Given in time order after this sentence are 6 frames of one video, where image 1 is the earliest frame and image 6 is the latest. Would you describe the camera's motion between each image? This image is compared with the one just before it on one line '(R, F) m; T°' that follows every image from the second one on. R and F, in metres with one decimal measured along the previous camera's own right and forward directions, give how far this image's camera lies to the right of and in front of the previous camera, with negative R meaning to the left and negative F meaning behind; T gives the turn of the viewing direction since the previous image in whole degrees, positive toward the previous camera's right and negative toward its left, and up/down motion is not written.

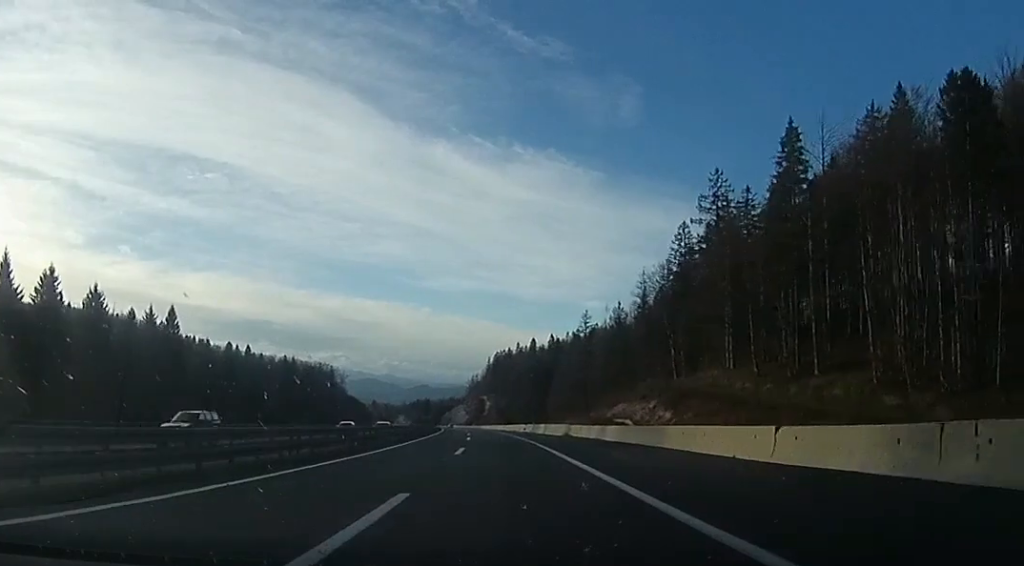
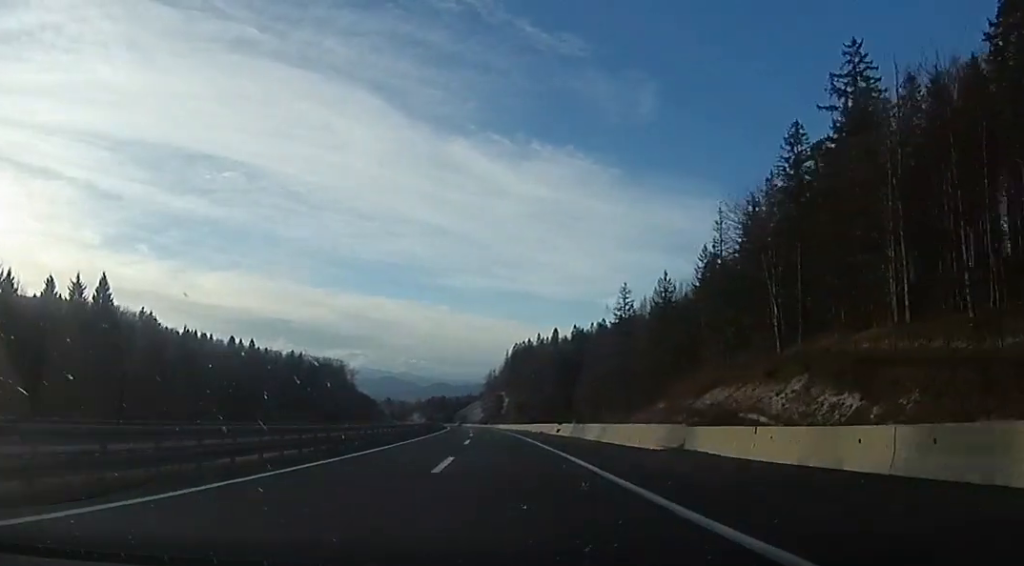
(-0.6, +28.4) m; -3°
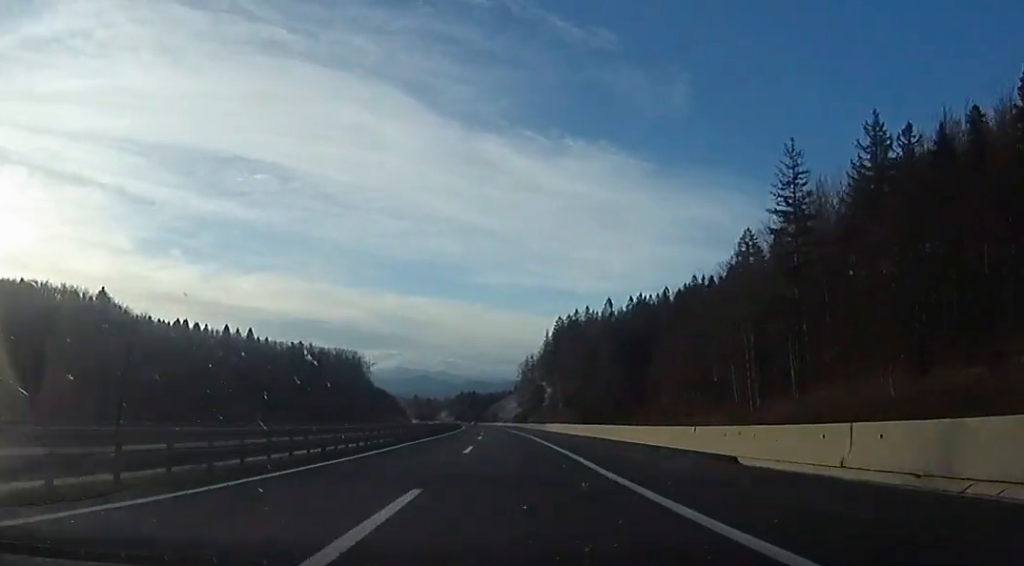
(-1.2, +66.3) m; -4°
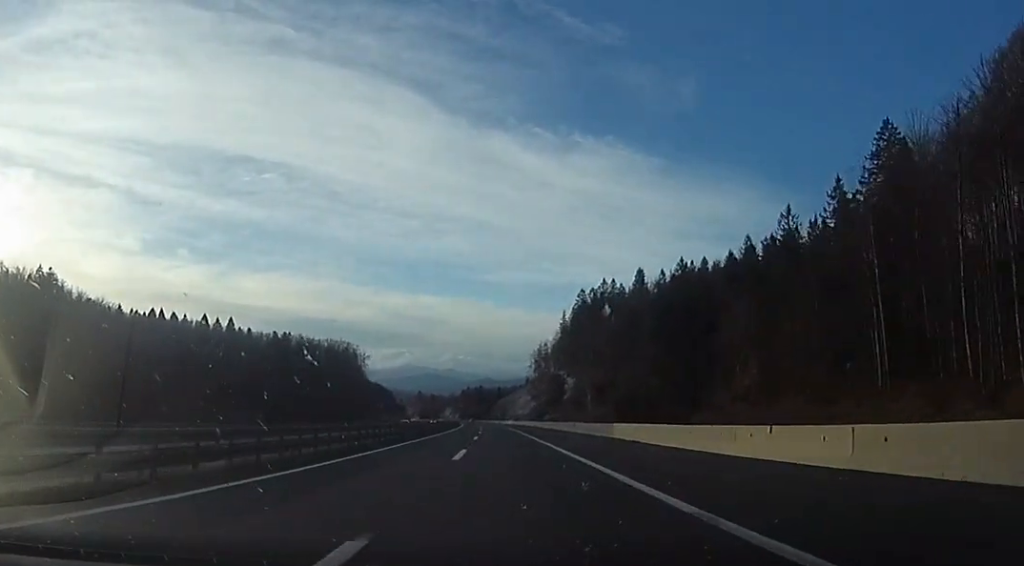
(-2.2, +42.1) m; -2°
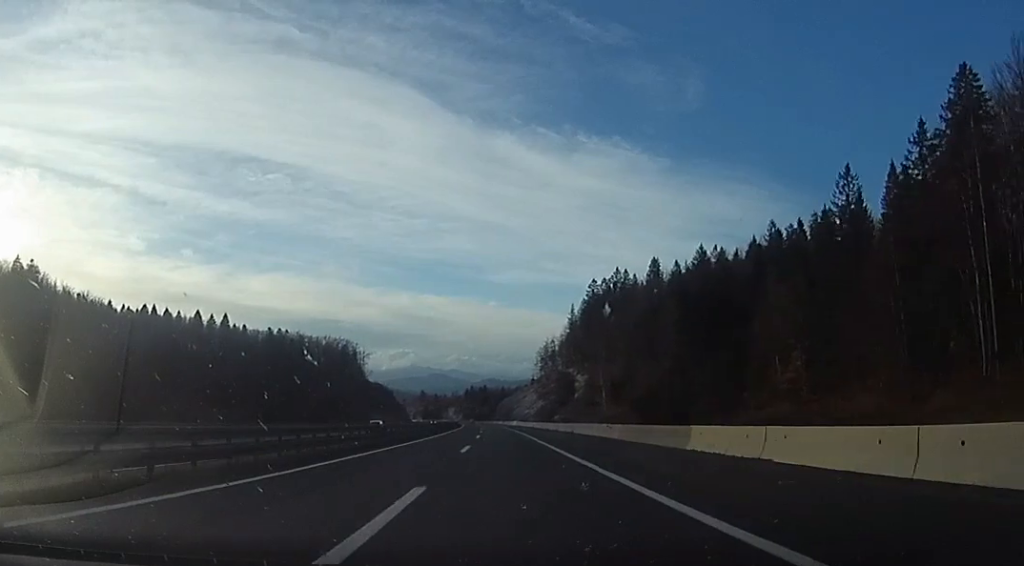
(+0.6, +13.9) m; +1°
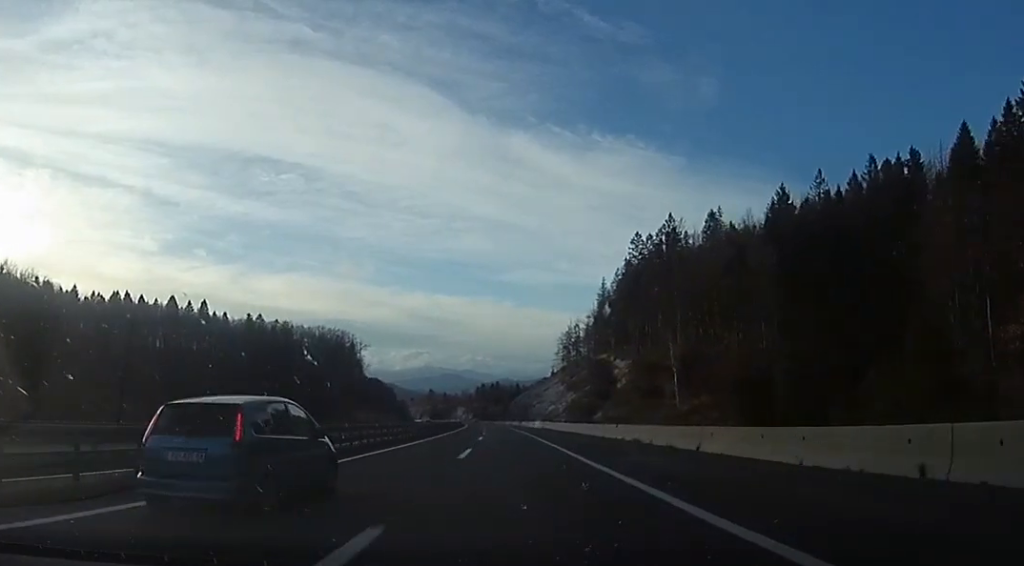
(+0.6, +42.4) m; -2°
